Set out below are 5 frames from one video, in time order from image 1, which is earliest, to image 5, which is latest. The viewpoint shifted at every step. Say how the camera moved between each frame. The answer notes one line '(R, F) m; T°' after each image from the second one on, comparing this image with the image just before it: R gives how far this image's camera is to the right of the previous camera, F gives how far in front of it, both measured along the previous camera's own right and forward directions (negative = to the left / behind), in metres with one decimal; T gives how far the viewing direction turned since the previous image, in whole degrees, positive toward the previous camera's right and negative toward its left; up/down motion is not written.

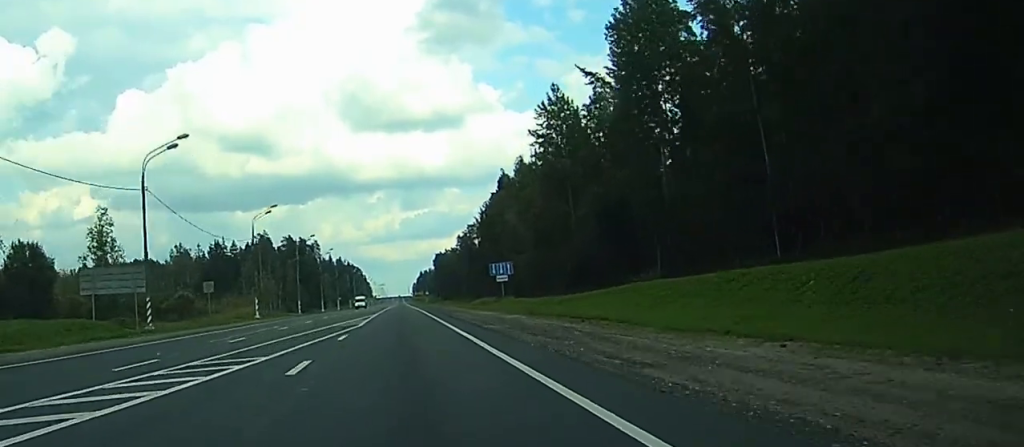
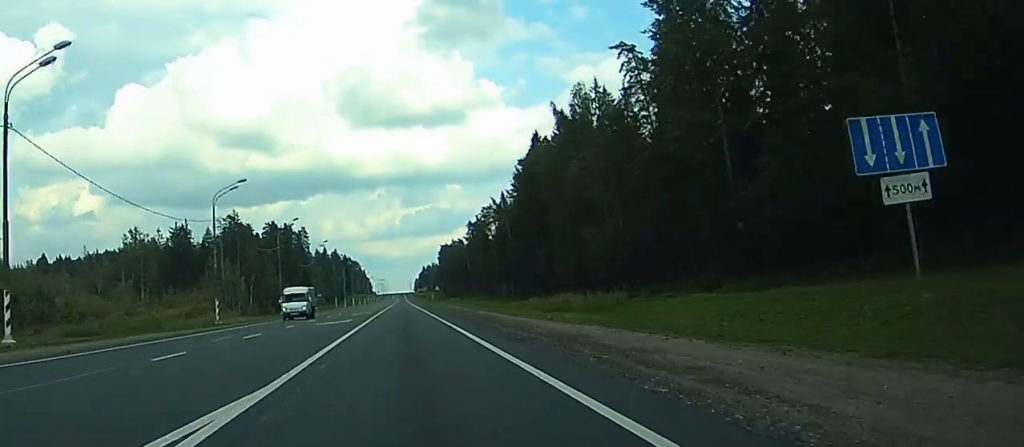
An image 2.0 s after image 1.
(0.0, +57.1) m; 0°
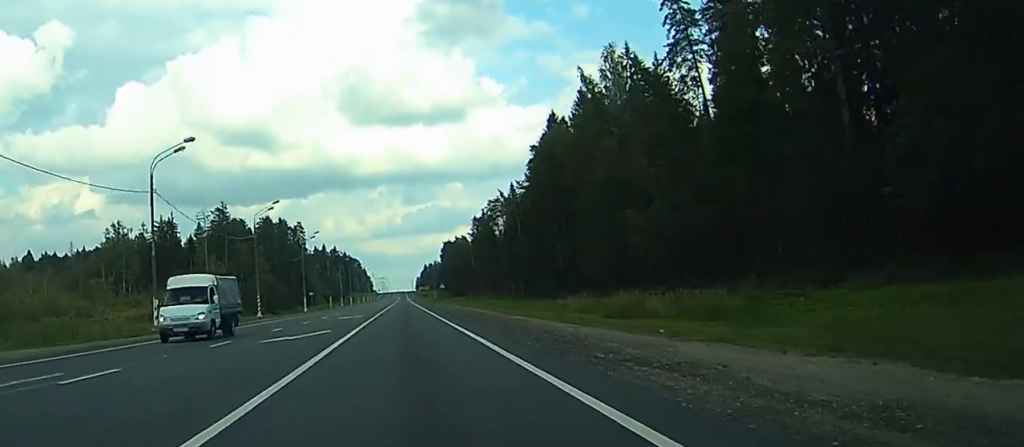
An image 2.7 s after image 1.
(-0.1, +17.8) m; 0°
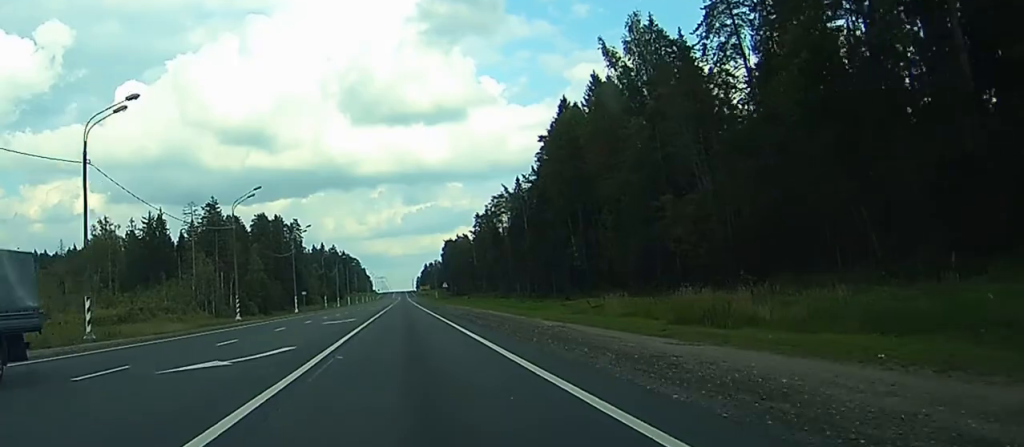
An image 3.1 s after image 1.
(0.0, +11.2) m; 0°
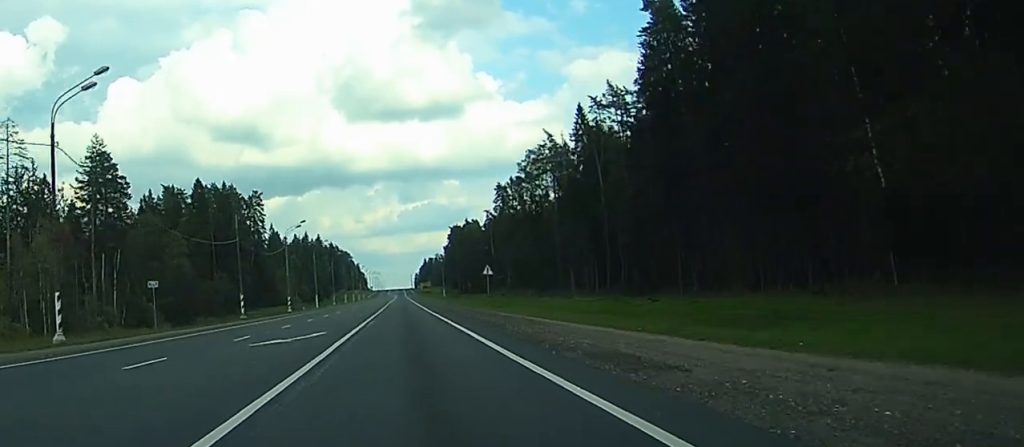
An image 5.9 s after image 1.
(+0.4, +80.8) m; 0°
